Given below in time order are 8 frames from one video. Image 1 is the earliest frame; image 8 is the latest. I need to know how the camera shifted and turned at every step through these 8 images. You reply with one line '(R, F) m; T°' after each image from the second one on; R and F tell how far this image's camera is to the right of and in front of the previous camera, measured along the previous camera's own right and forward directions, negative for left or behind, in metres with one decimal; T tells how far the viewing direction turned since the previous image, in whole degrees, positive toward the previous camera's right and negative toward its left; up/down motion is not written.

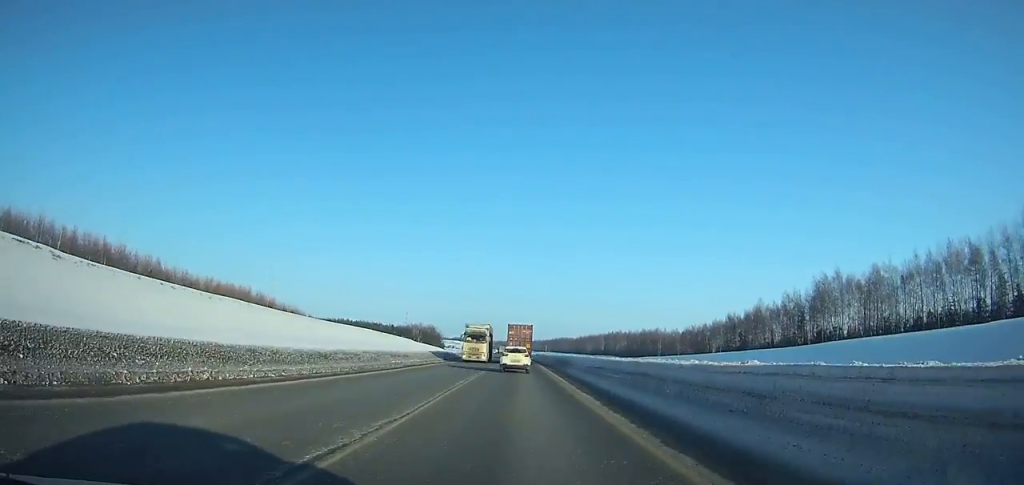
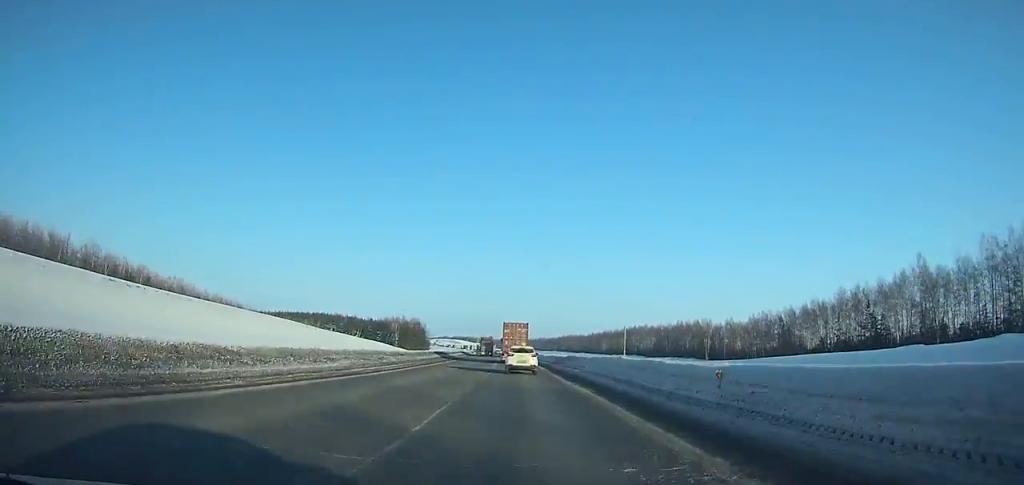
(-0.8, +76.1) m; -1°
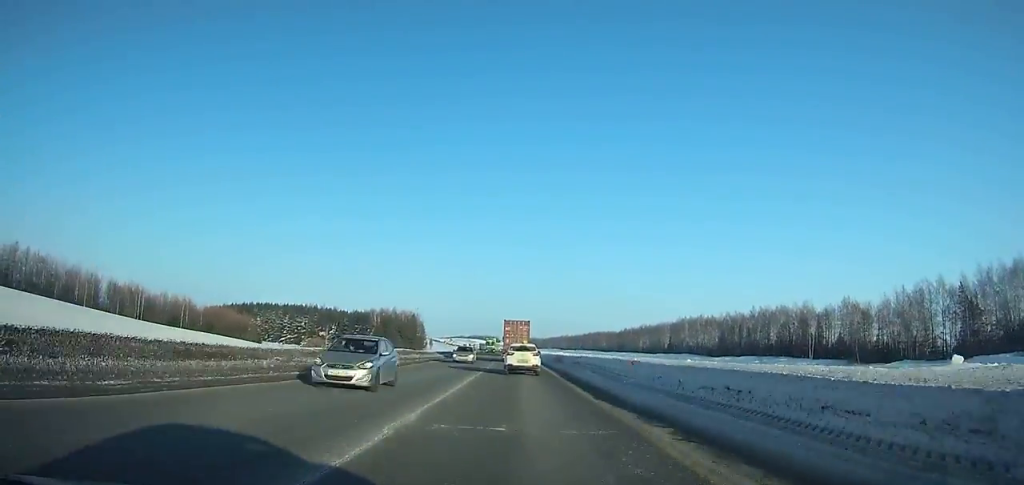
(-1.0, +75.8) m; -1°
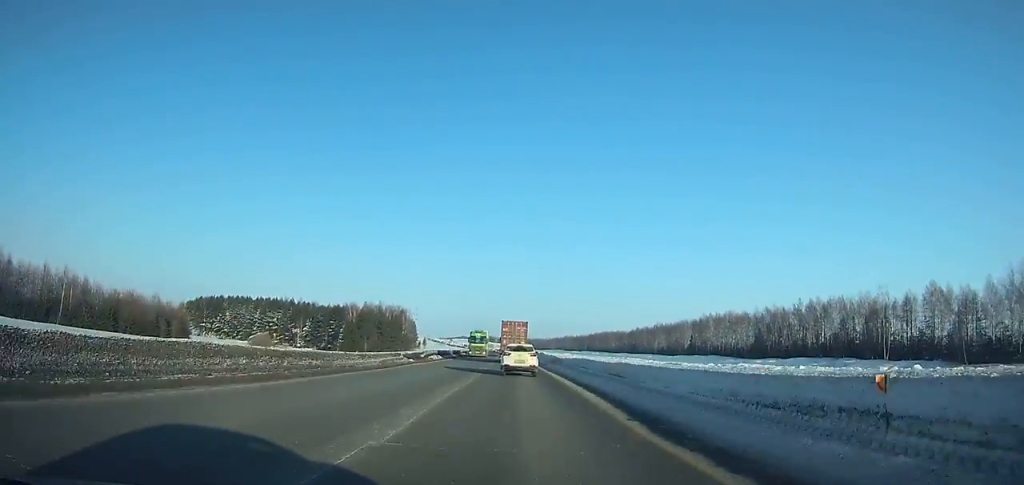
(-0.2, +36.5) m; 0°
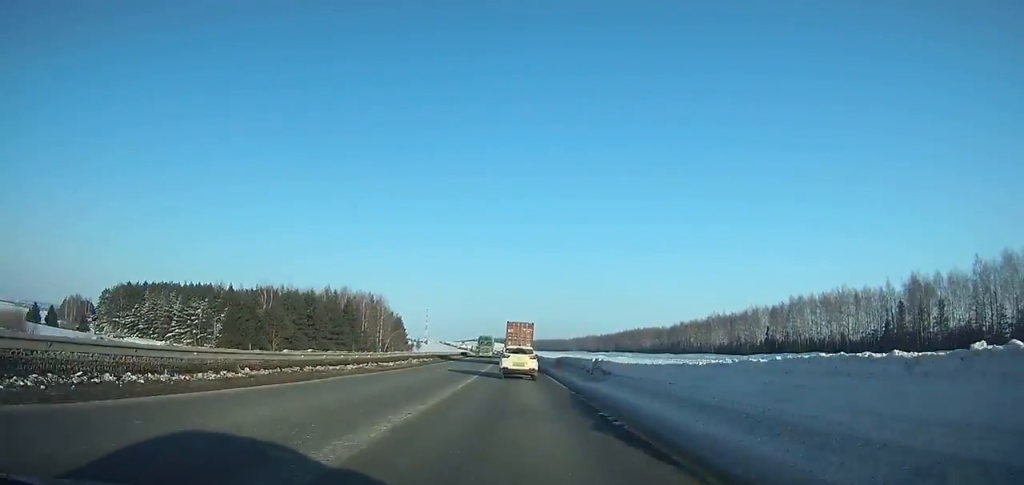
(-0.5, +74.5) m; -1°
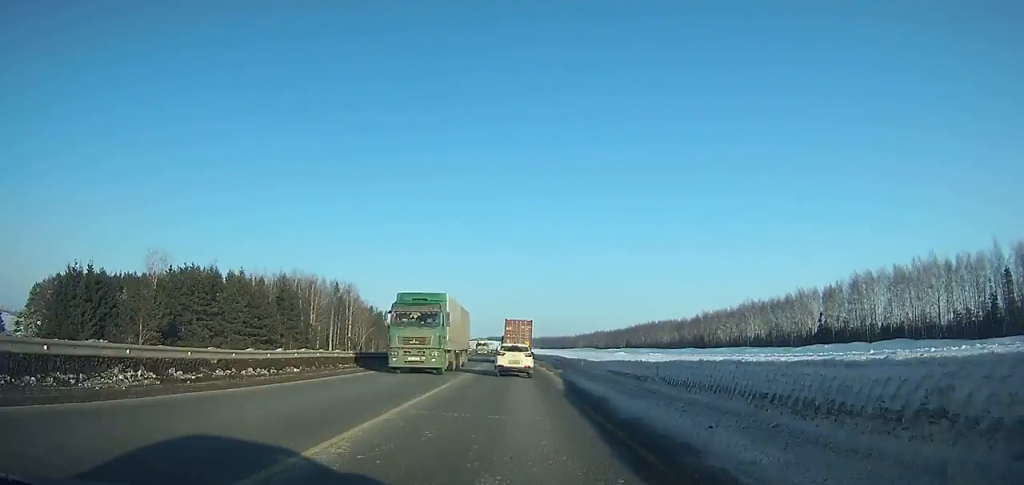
(-0.2, +38.1) m; -1°
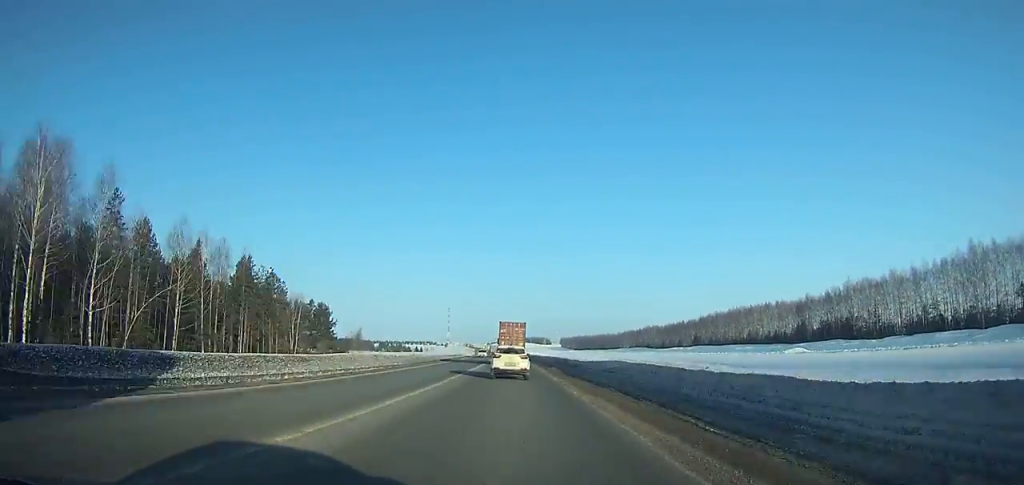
(-3.2, +114.0) m; -3°
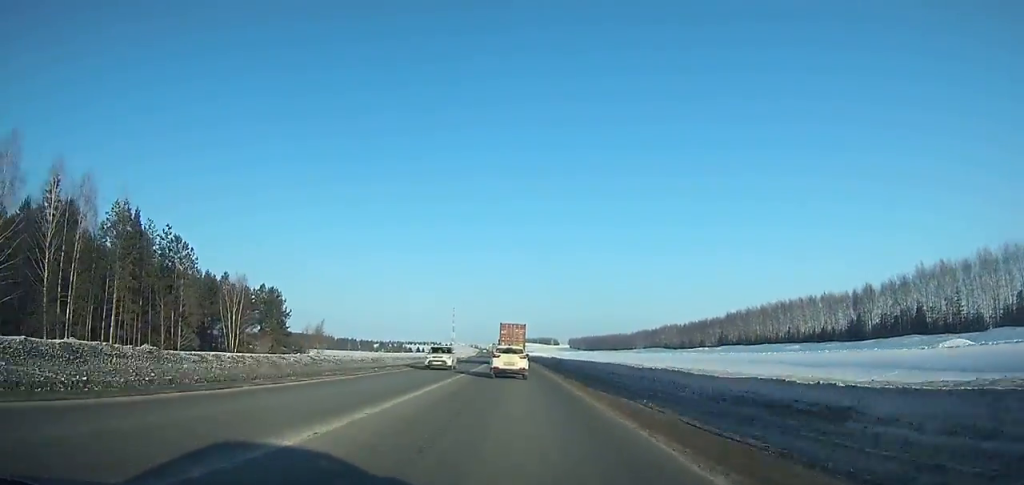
(-0.2, +34.2) m; 0°
